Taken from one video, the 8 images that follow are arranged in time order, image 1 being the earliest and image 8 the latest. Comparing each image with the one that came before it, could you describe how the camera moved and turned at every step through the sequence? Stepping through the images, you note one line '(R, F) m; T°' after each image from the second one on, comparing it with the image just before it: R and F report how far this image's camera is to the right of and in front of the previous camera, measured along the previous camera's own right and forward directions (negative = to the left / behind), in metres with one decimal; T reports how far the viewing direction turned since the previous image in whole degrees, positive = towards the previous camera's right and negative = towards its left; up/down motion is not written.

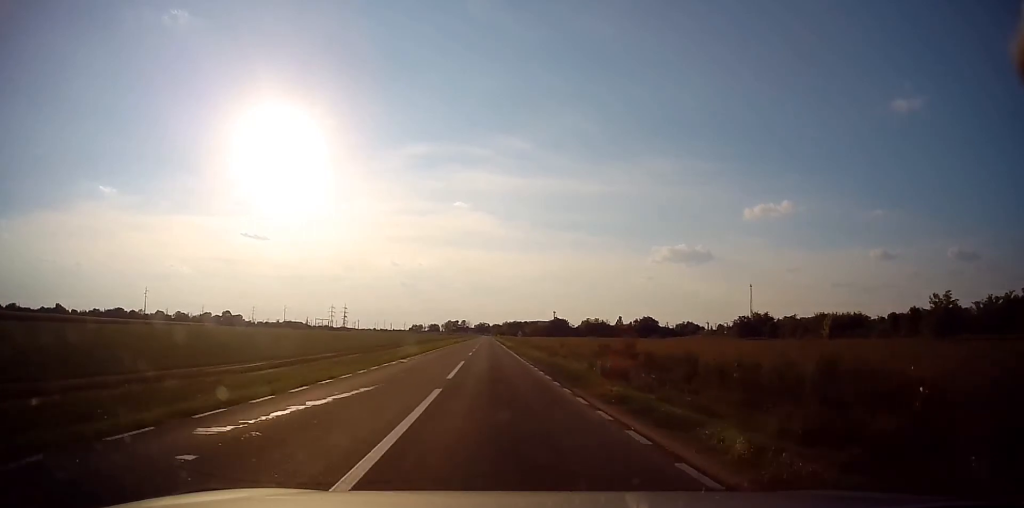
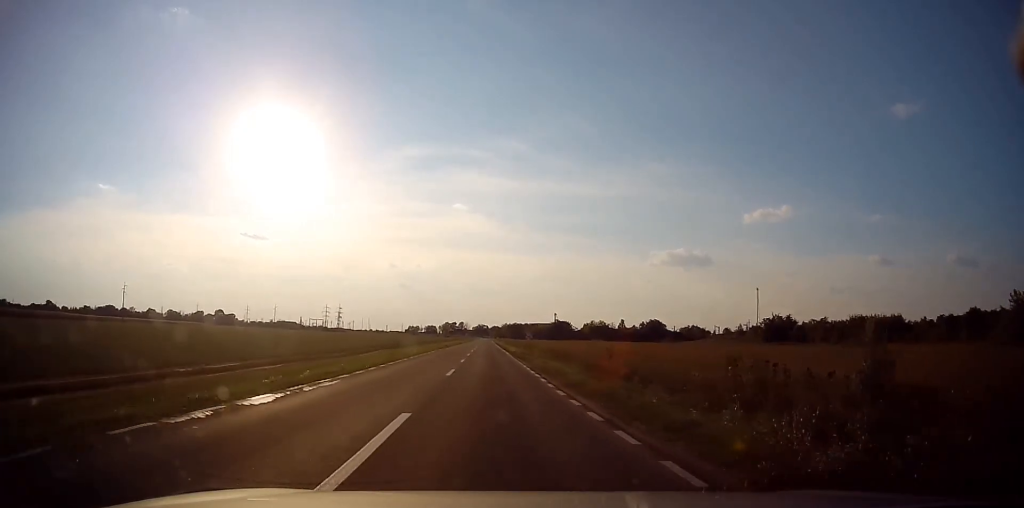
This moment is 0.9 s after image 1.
(-0.3, +15.9) m; 0°
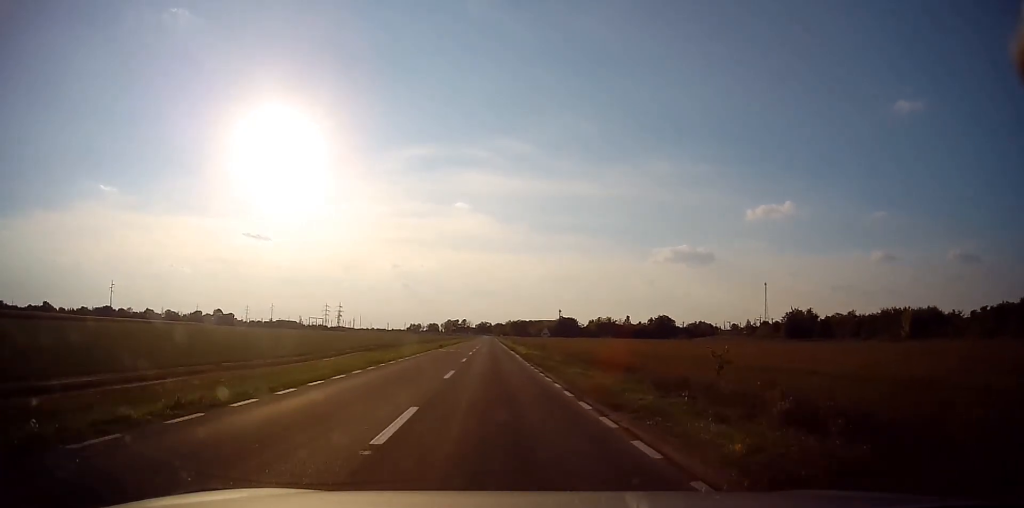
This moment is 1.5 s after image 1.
(-0.1, +10.7) m; +1°
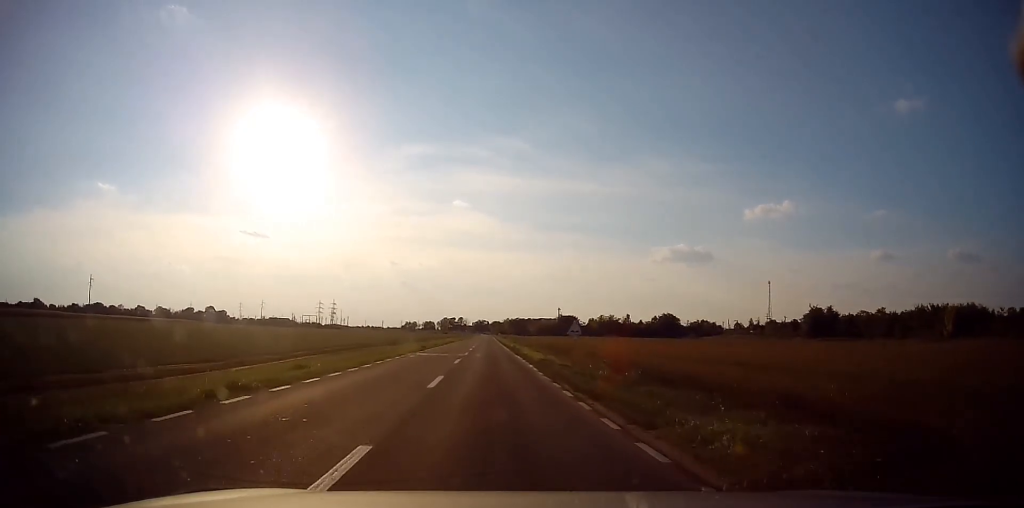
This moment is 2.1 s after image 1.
(+0.2, +12.2) m; +1°
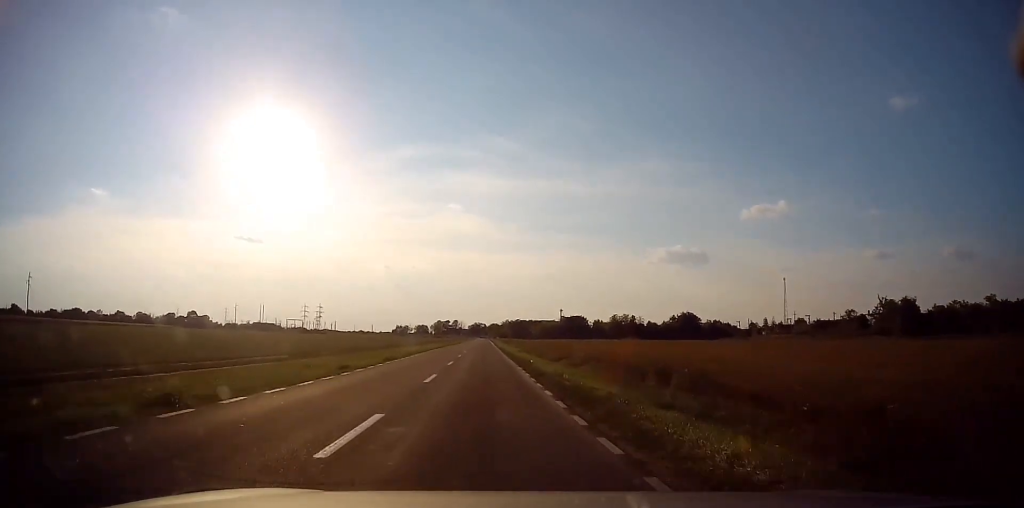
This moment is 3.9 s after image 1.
(-0.1, +33.6) m; -2°
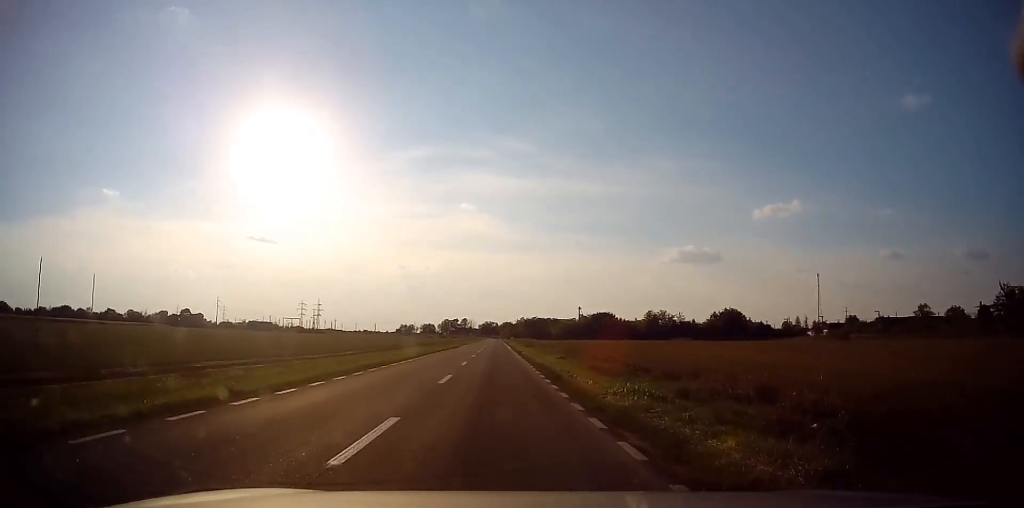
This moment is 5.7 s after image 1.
(-0.5, +35.9) m; 0°
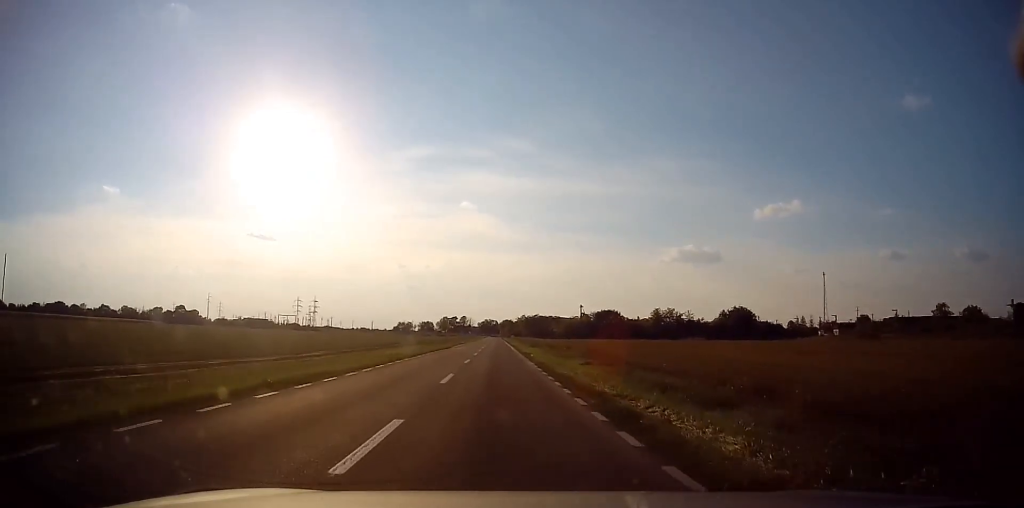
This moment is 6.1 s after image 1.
(+0.1, +9.4) m; 0°
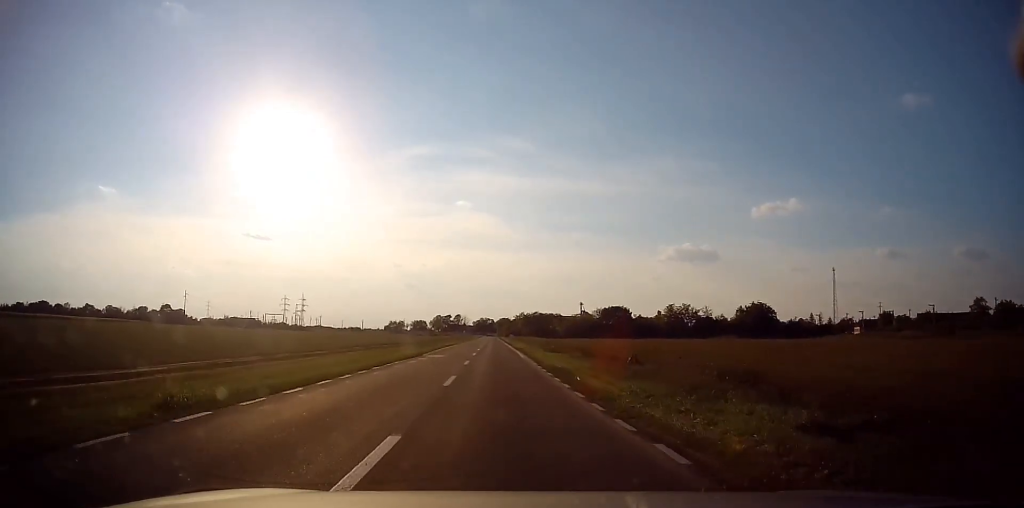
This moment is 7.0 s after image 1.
(+0.1, +19.1) m; 0°
